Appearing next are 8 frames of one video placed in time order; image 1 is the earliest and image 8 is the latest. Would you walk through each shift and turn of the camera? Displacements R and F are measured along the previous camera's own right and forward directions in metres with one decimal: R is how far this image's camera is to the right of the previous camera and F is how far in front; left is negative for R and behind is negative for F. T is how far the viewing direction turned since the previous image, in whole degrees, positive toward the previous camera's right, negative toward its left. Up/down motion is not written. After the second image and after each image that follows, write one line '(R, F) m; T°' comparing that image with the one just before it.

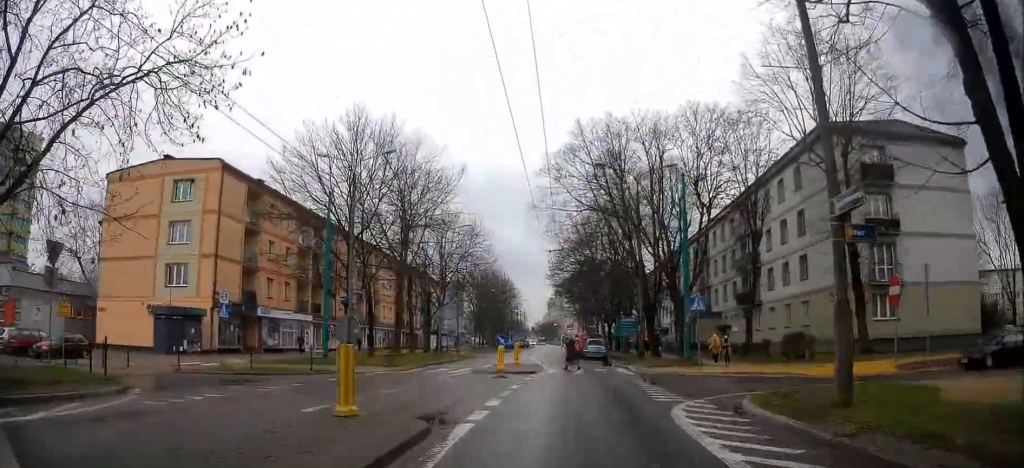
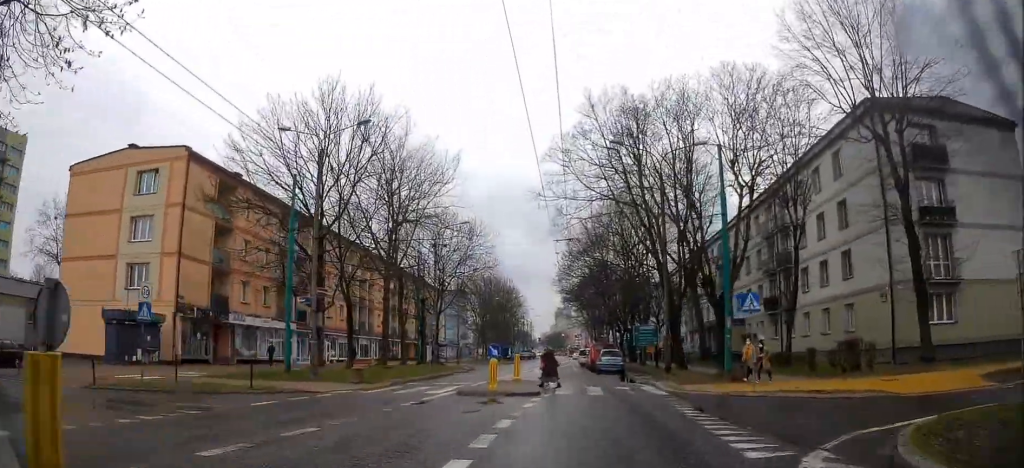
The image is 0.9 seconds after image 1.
(-0.1, +7.5) m; -3°
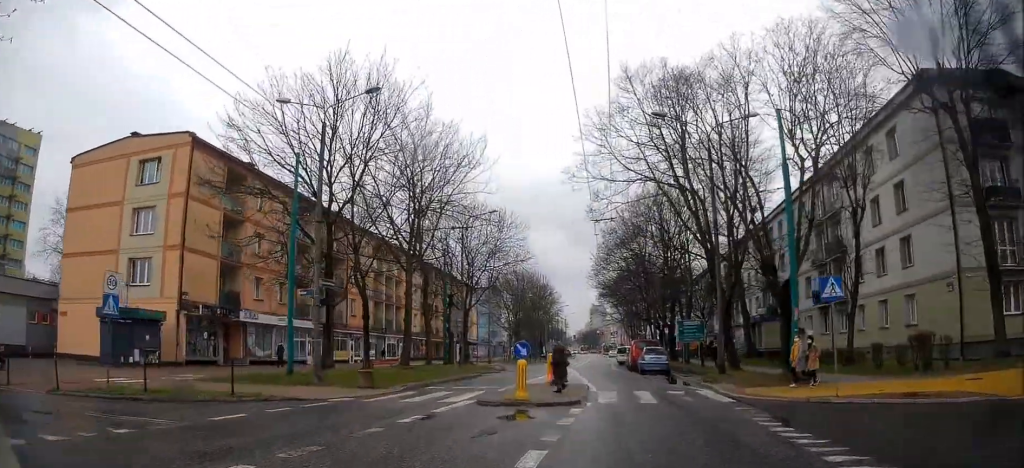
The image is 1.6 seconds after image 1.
(-0.1, +4.8) m; -3°
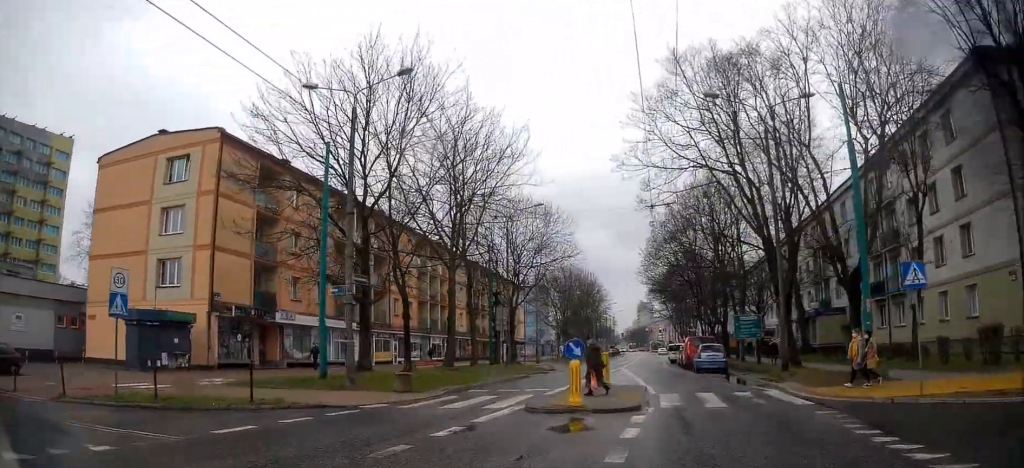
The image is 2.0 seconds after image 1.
(-0.1, +2.3) m; -1°
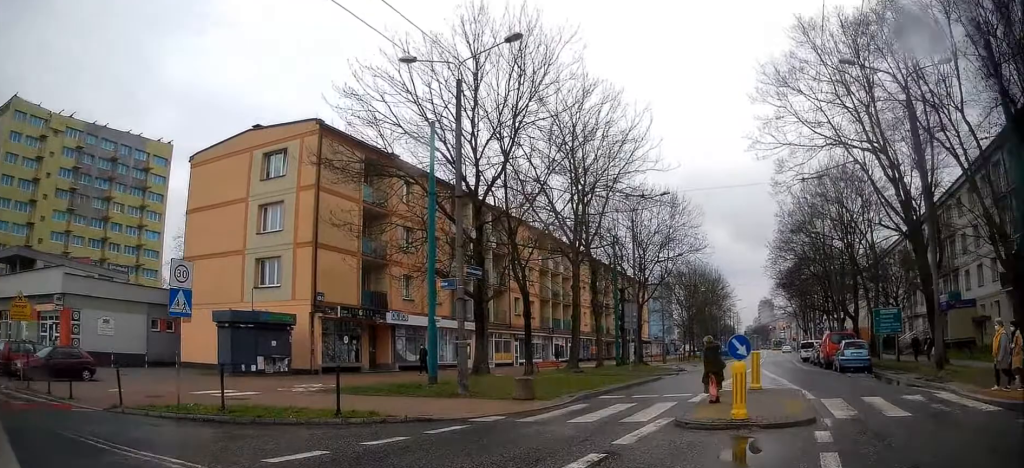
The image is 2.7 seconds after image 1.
(-0.1, +3.4) m; -4°
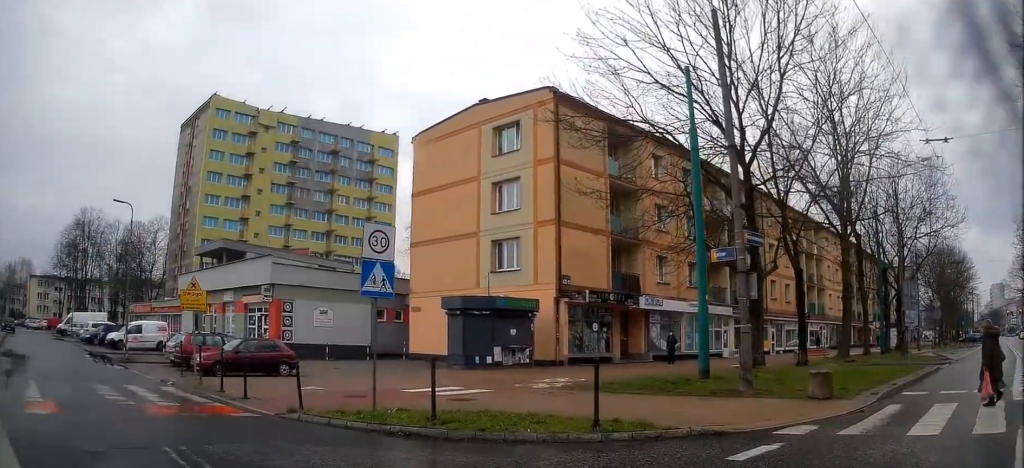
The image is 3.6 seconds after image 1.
(0.0, +4.2) m; -17°
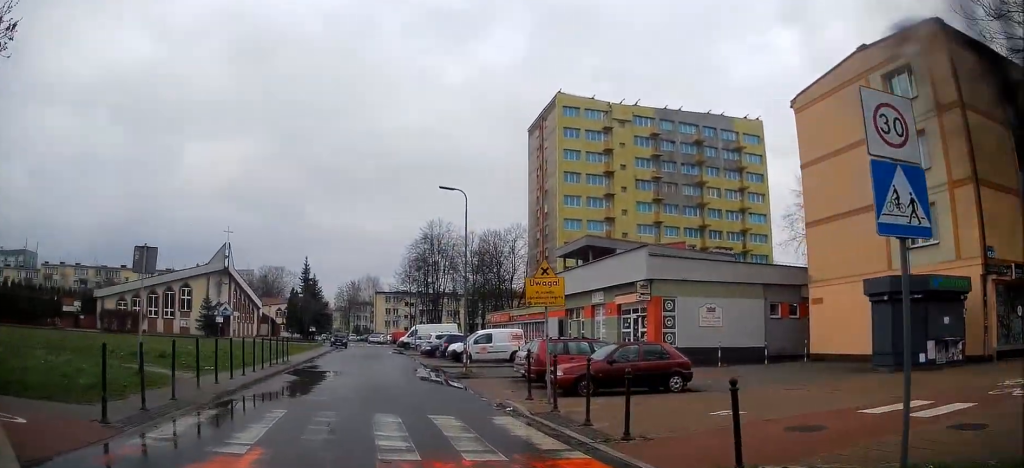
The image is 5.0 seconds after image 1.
(-2.6, +5.1) m; -45°
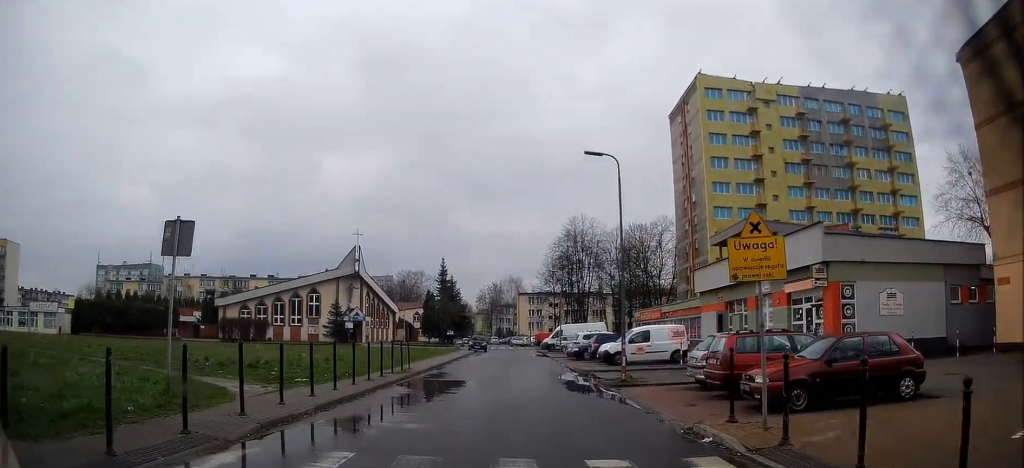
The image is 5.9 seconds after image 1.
(-0.9, +4.0) m; -16°
